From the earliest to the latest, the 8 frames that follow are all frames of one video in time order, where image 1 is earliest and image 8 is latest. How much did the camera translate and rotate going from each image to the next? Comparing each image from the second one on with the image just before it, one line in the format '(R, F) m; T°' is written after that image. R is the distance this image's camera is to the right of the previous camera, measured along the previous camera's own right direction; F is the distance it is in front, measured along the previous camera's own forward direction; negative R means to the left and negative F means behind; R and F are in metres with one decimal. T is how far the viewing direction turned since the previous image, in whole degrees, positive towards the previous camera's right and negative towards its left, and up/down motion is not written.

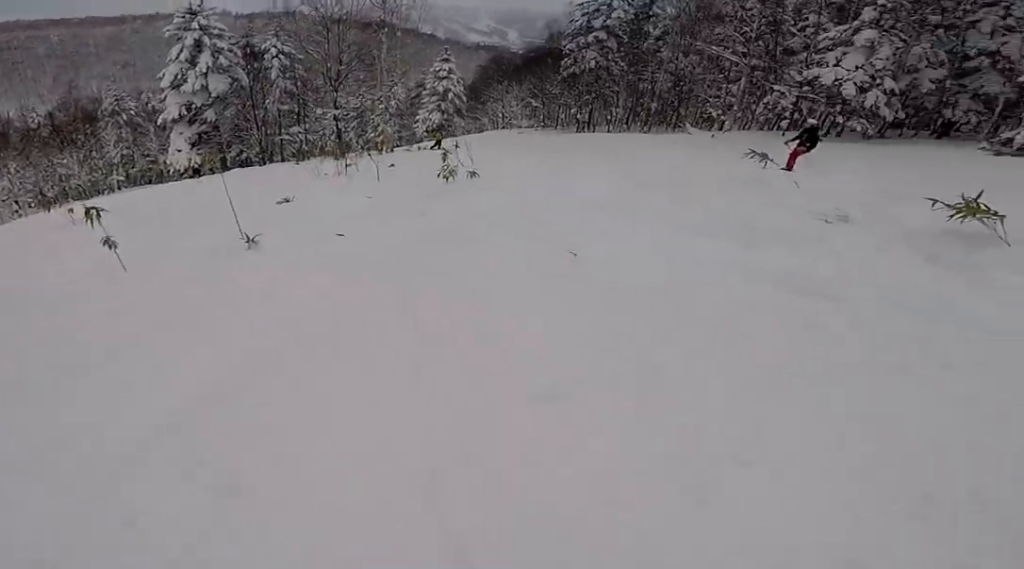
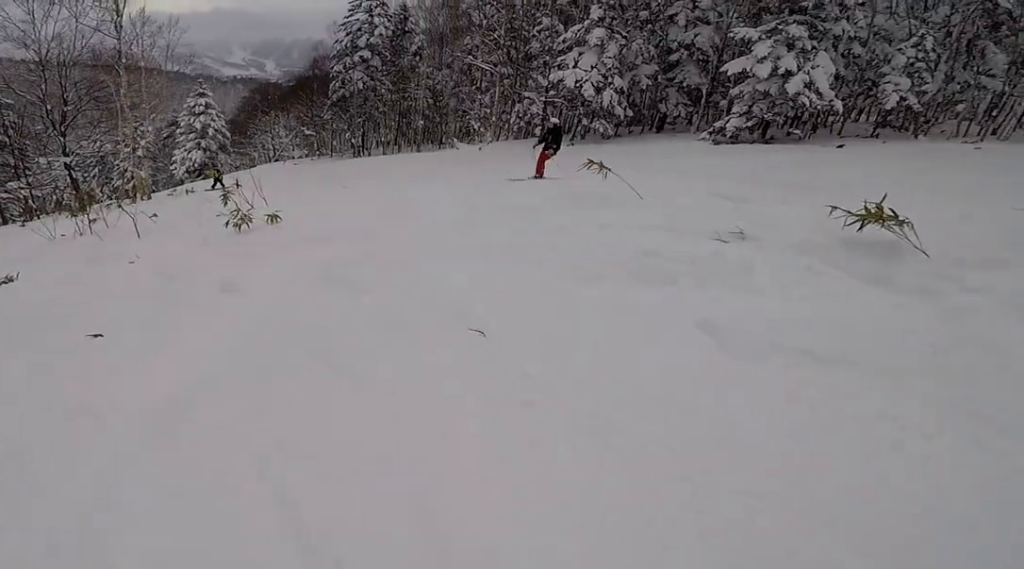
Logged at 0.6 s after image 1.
(+0.6, +1.9) m; +15°
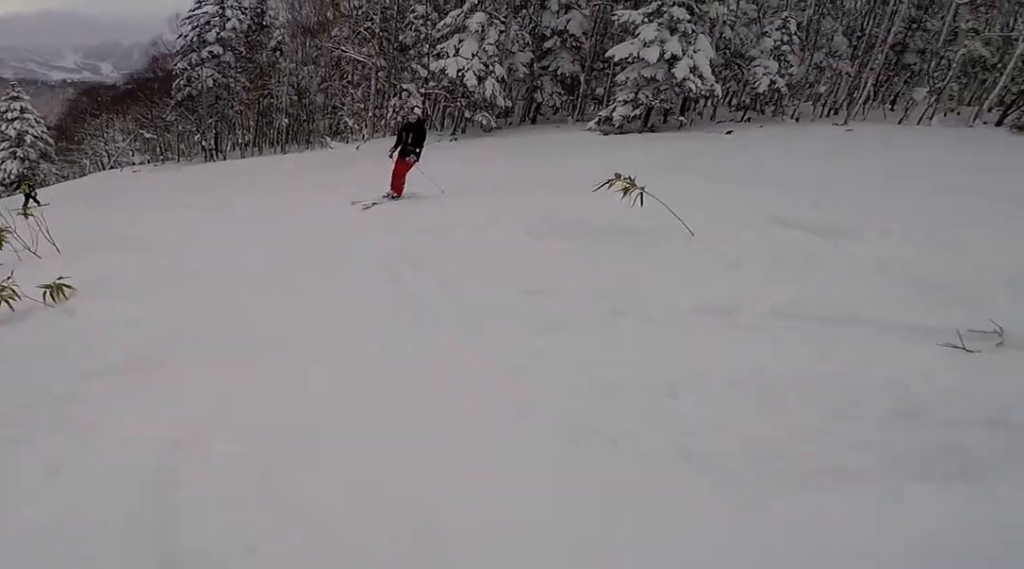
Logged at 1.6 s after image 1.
(+0.1, +3.2) m; +16°
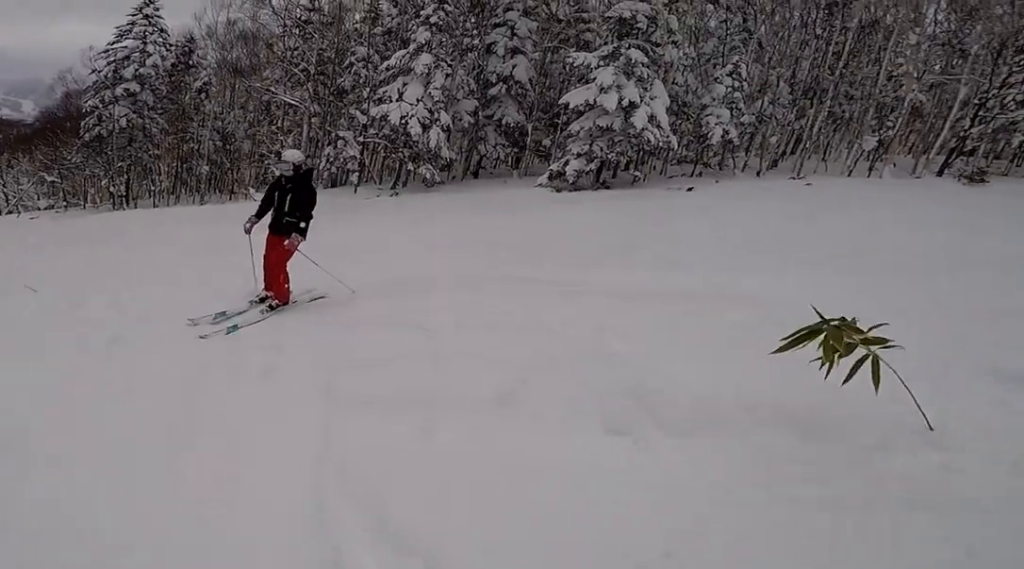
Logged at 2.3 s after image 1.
(+0.6, +2.5) m; +25°
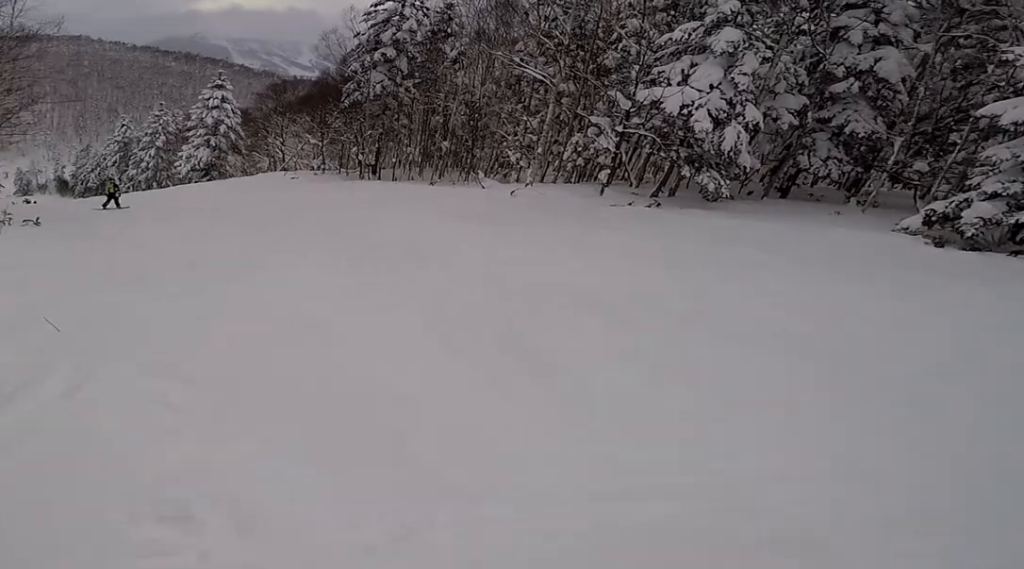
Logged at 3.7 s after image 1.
(+1.8, +4.5) m; -4°
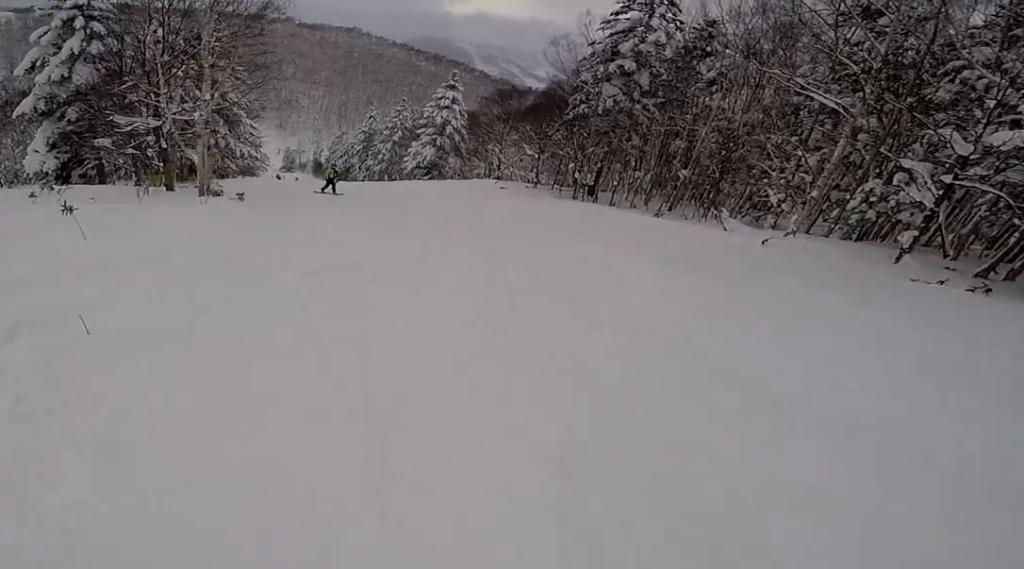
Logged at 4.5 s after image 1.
(-1.6, +2.4) m; -27°
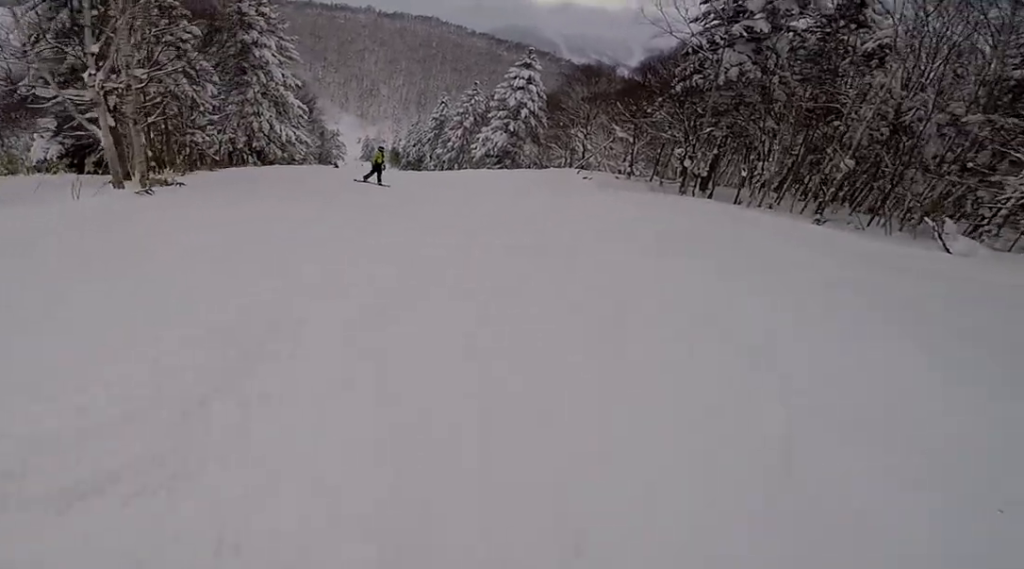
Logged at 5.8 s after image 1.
(-0.8, +5.2) m; -11°
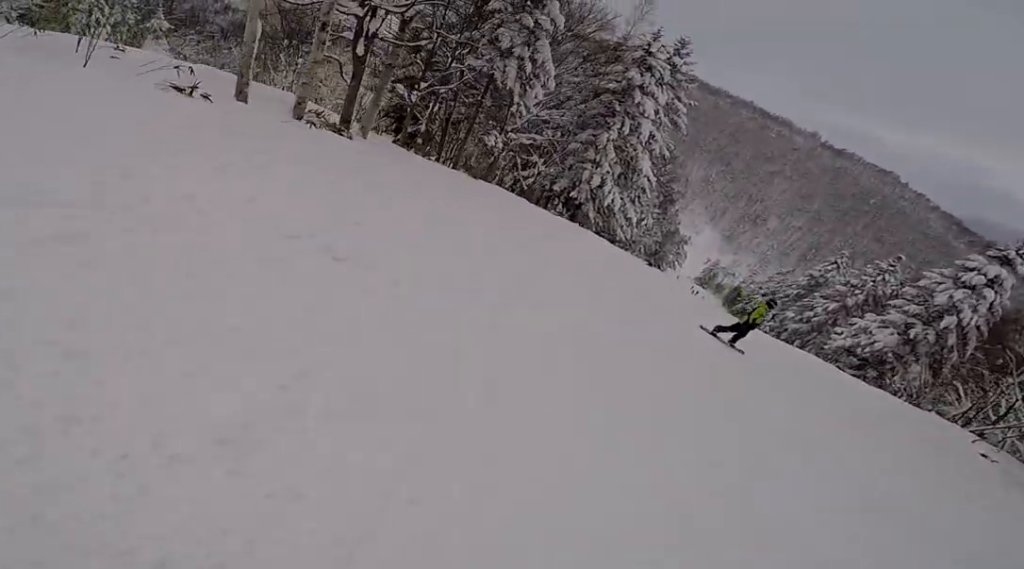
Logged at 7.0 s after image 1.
(-0.3, +4.7) m; -15°
